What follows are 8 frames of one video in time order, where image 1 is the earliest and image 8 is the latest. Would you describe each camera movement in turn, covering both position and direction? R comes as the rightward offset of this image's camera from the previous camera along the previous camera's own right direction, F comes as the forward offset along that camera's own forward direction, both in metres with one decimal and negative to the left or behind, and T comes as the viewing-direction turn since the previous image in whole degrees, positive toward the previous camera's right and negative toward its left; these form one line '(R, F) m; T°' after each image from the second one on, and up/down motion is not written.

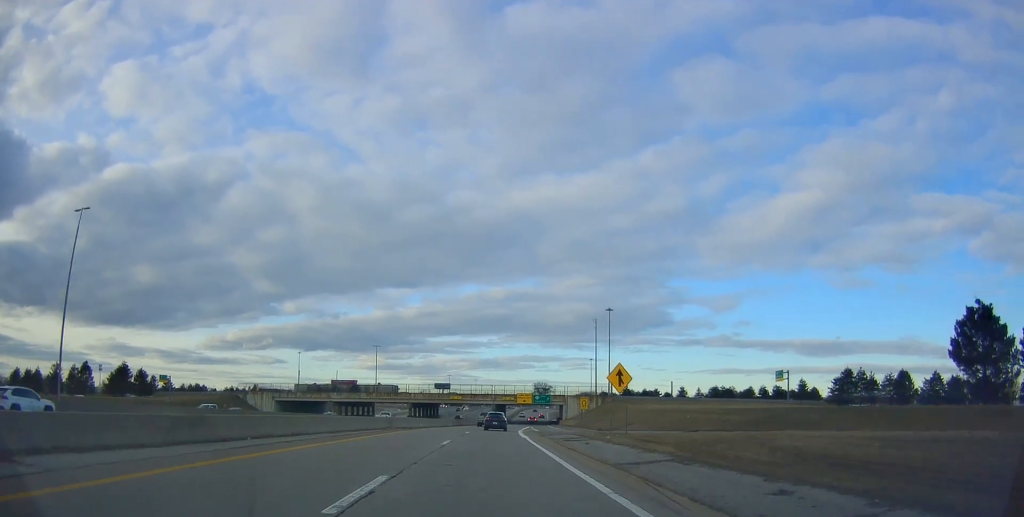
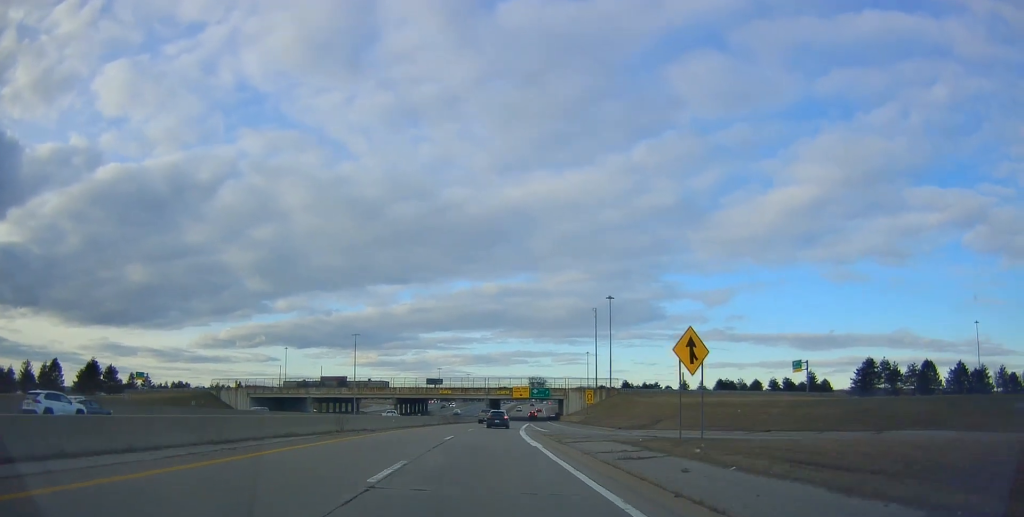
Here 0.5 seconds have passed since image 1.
(-0.2, +12.8) m; +2°
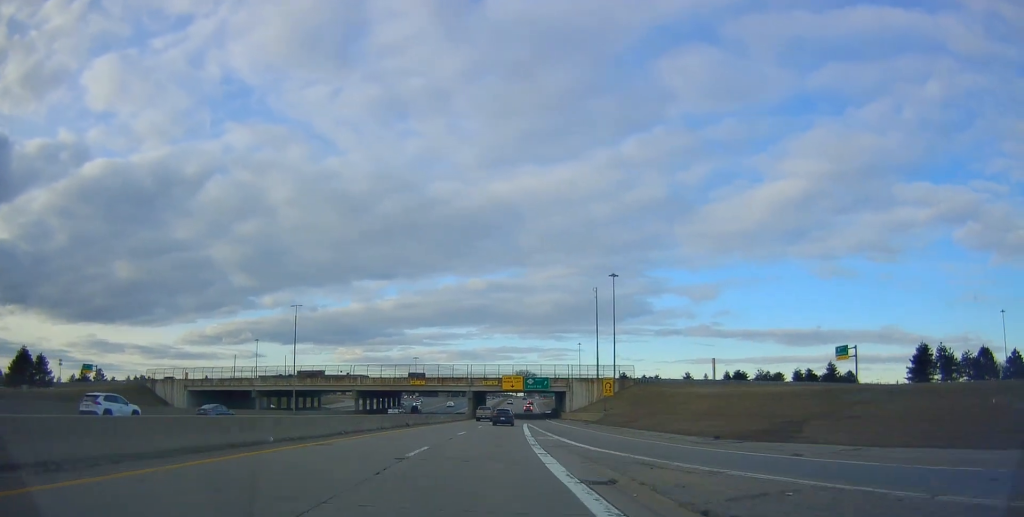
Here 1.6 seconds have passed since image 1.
(+1.1, +25.4) m; +2°
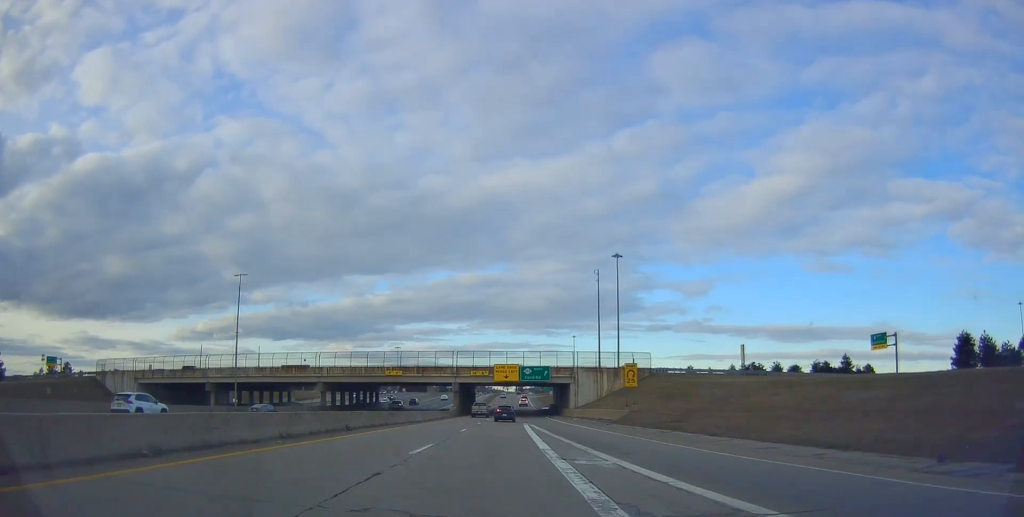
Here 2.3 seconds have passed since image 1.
(-0.2, +15.8) m; +1°
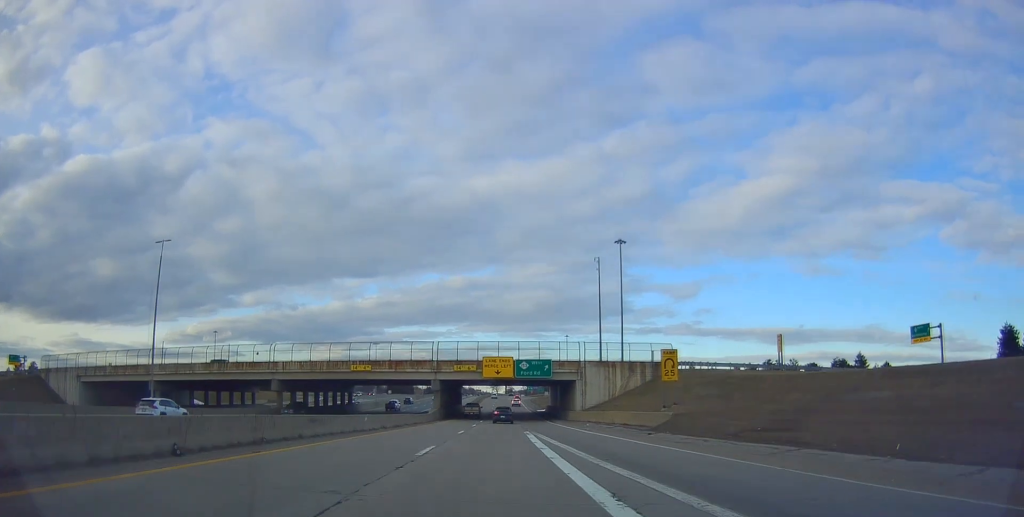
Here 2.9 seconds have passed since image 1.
(0.0, +14.8) m; +1°
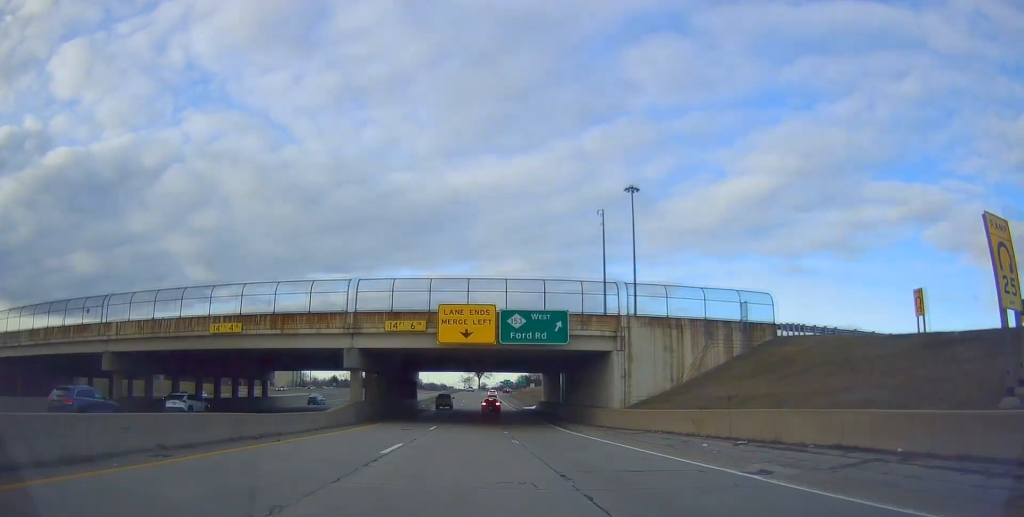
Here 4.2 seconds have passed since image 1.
(+0.5, +31.1) m; +1°
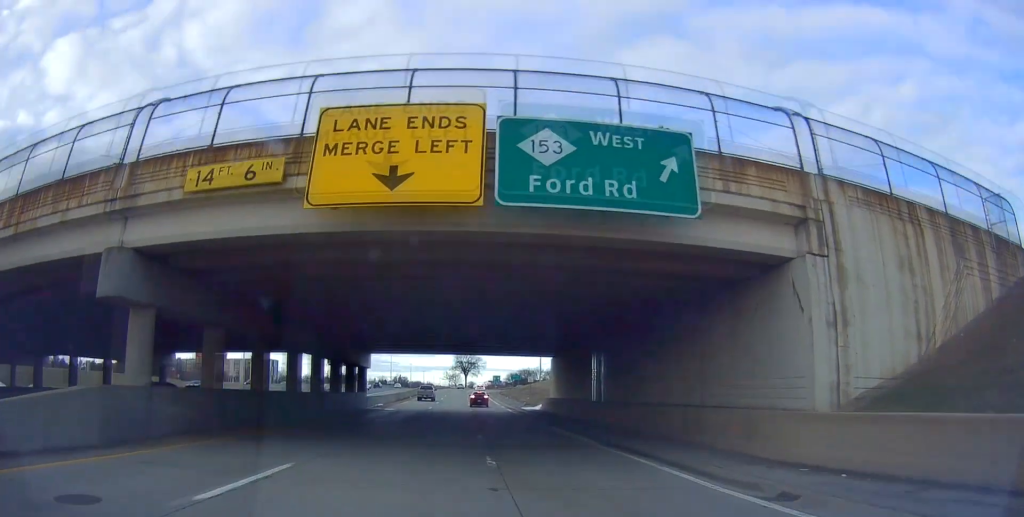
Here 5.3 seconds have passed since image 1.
(+0.2, +24.4) m; +2°
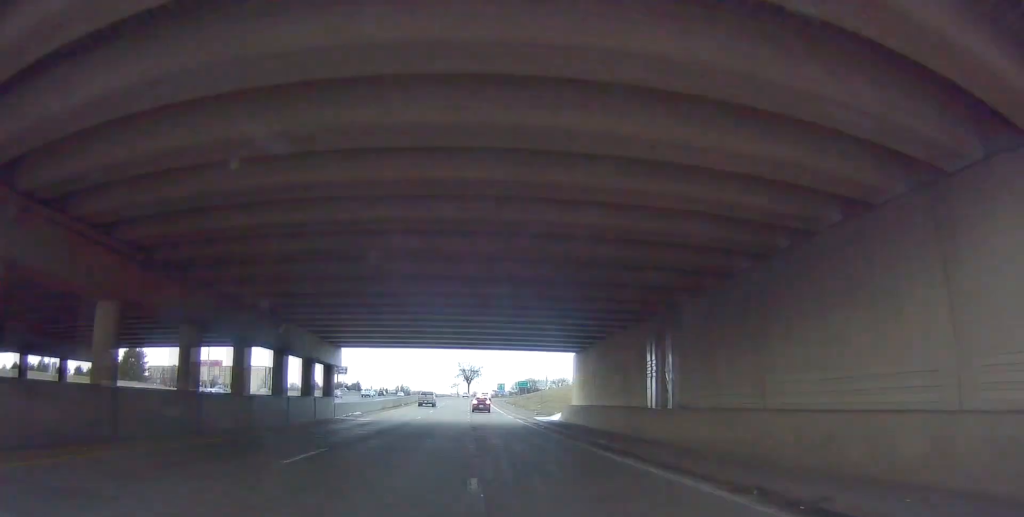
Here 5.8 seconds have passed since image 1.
(+0.1, +11.8) m; +1°
